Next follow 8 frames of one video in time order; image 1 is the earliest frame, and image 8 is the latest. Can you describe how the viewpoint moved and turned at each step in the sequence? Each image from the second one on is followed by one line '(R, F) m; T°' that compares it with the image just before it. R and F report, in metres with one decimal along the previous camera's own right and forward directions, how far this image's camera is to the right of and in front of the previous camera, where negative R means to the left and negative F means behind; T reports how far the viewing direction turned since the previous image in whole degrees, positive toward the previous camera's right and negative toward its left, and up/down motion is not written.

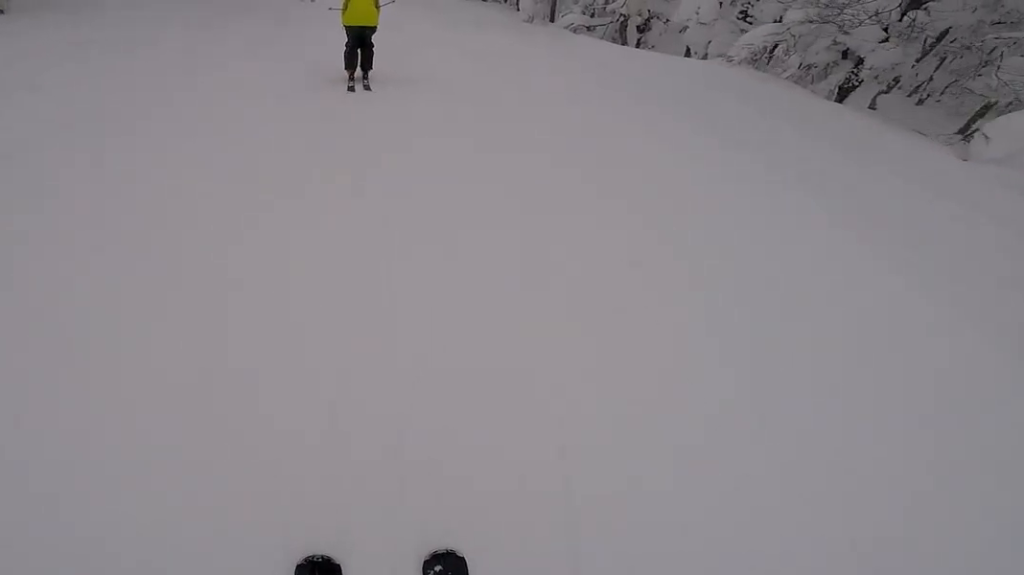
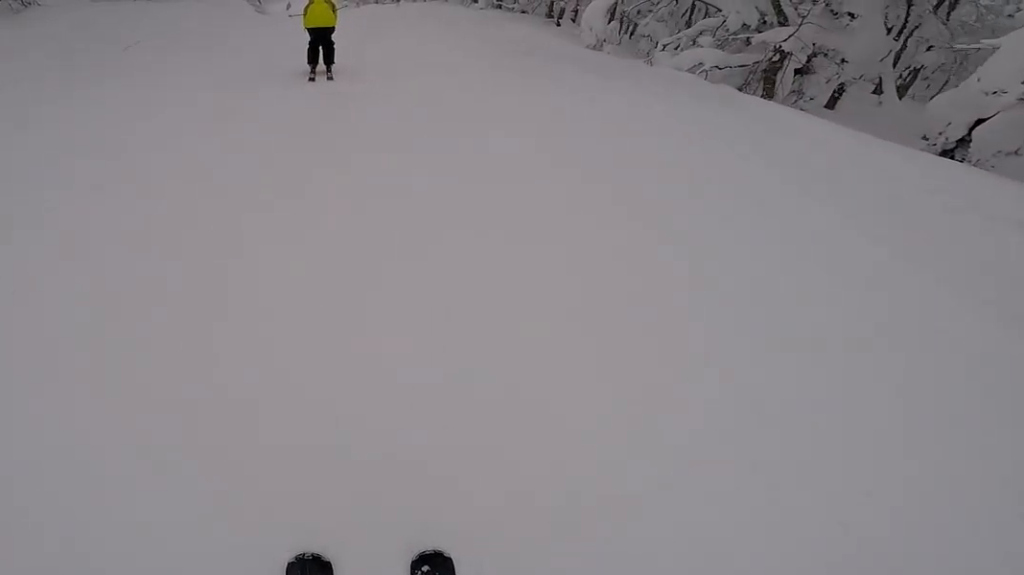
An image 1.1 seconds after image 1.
(0.0, +6.8) m; 0°
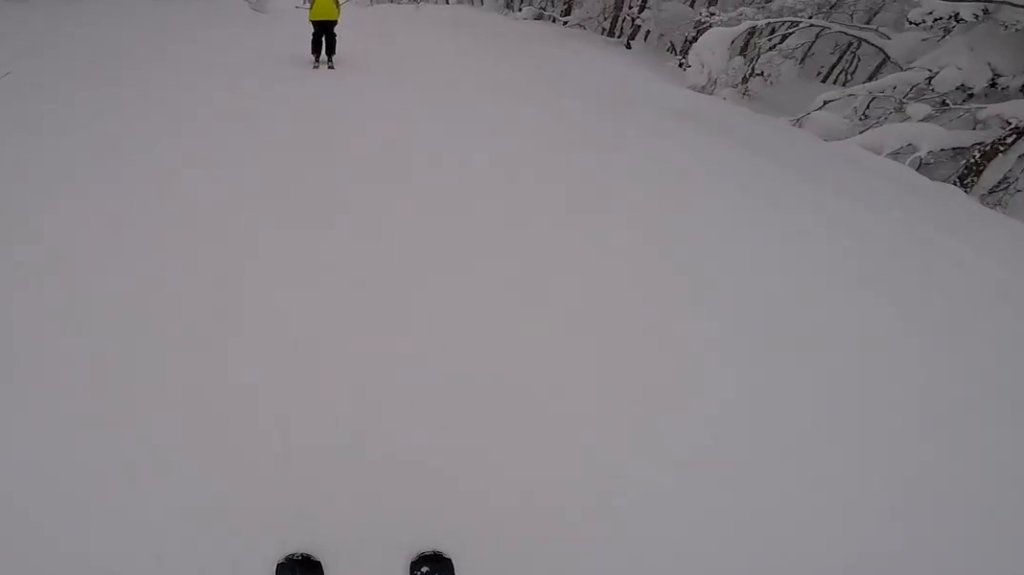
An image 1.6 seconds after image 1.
(0.0, +3.7) m; 0°
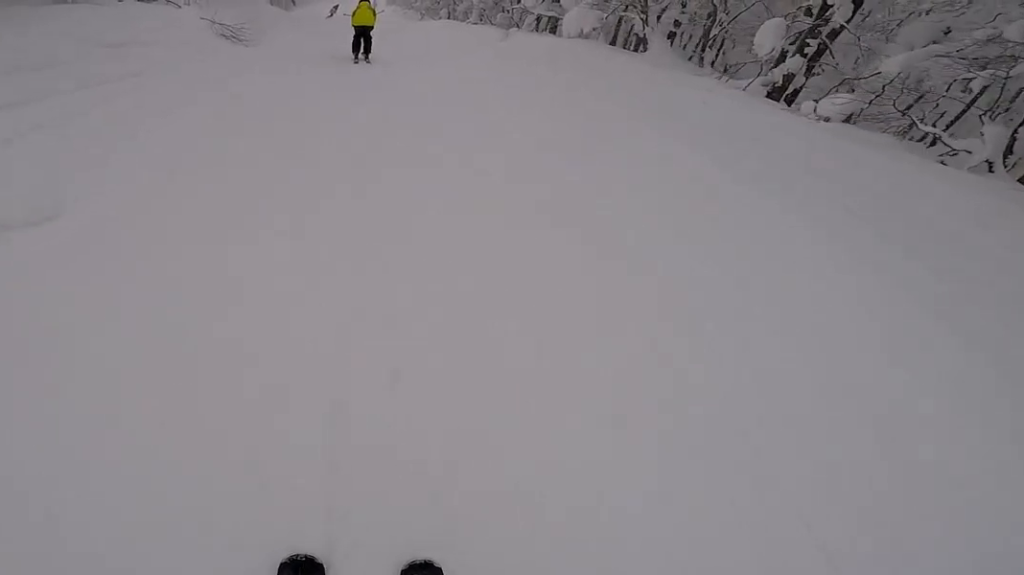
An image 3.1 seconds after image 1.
(0.0, +10.2) m; 0°
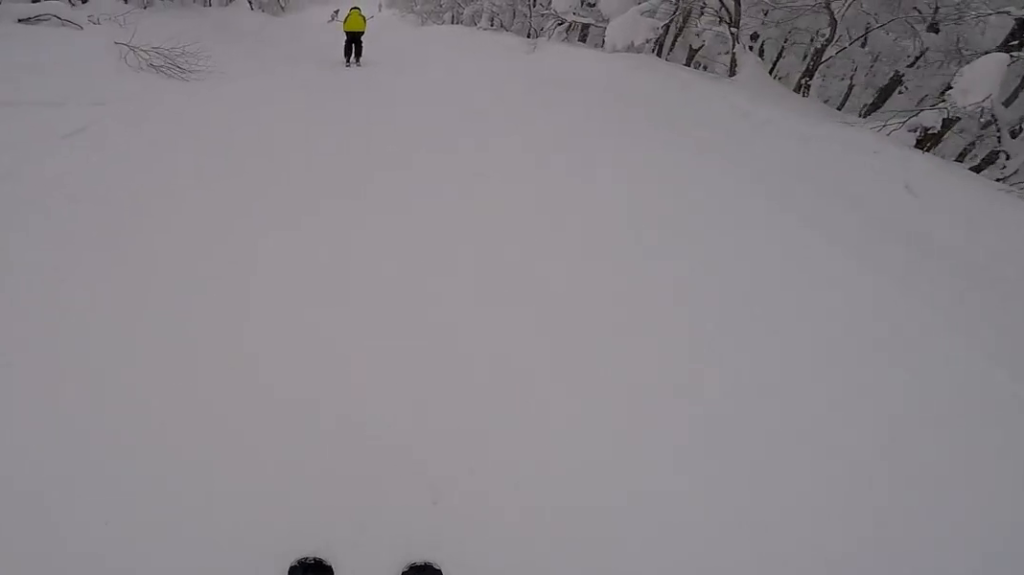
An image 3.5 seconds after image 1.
(0.0, +3.5) m; 0°
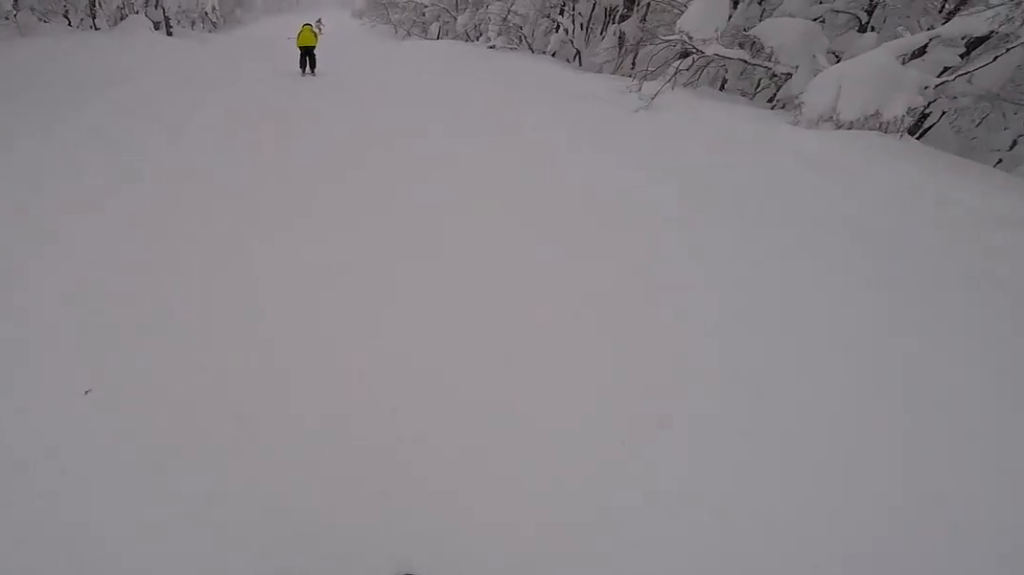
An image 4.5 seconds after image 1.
(-0.1, +7.7) m; -5°
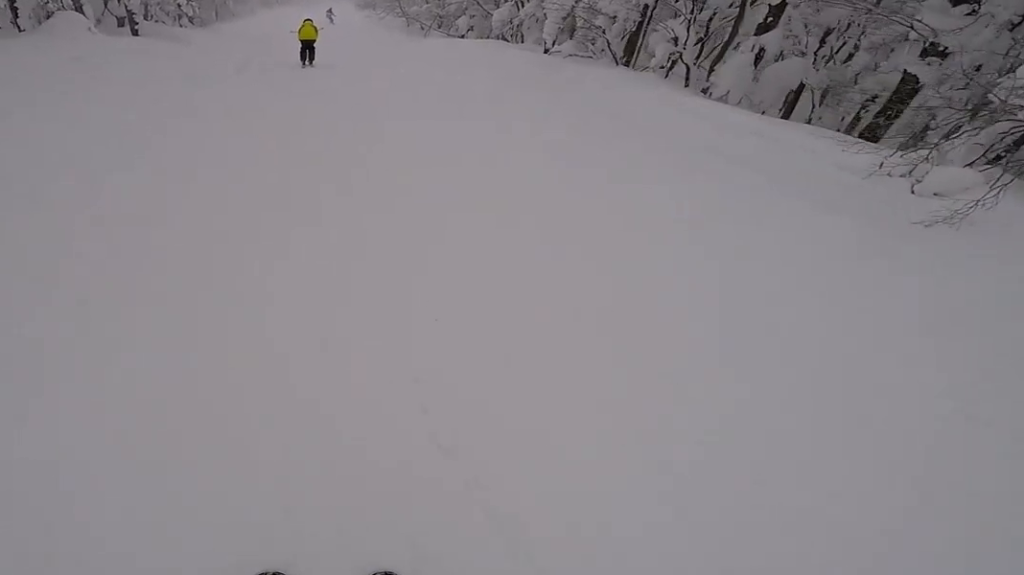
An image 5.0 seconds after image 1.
(-0.1, +4.4) m; -2°
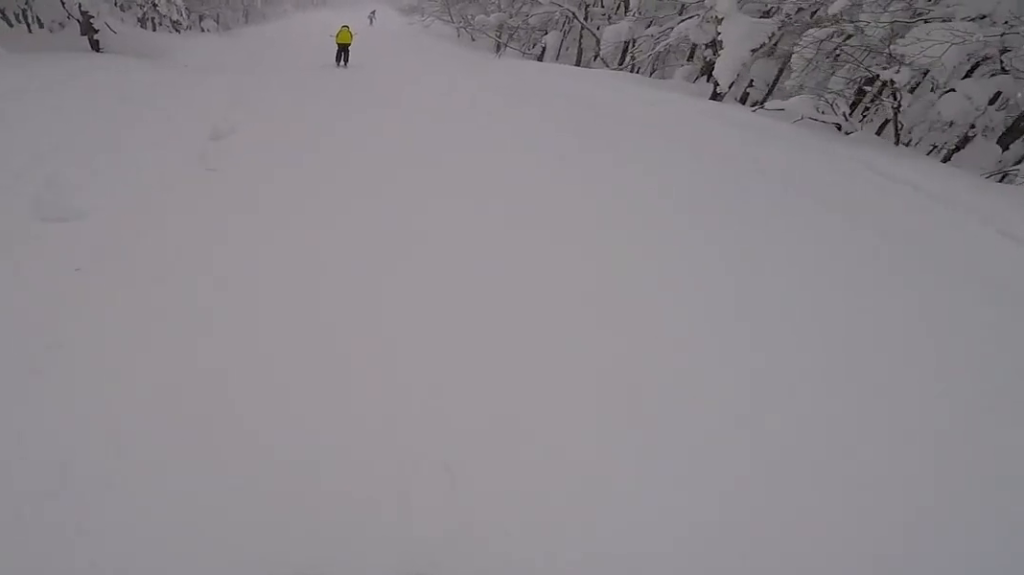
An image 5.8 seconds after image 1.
(-0.7, +6.2) m; +1°
